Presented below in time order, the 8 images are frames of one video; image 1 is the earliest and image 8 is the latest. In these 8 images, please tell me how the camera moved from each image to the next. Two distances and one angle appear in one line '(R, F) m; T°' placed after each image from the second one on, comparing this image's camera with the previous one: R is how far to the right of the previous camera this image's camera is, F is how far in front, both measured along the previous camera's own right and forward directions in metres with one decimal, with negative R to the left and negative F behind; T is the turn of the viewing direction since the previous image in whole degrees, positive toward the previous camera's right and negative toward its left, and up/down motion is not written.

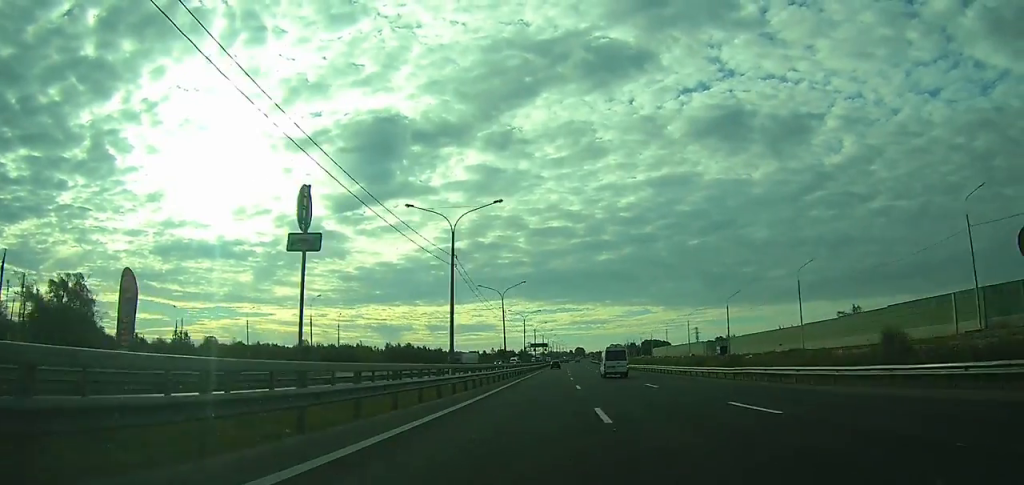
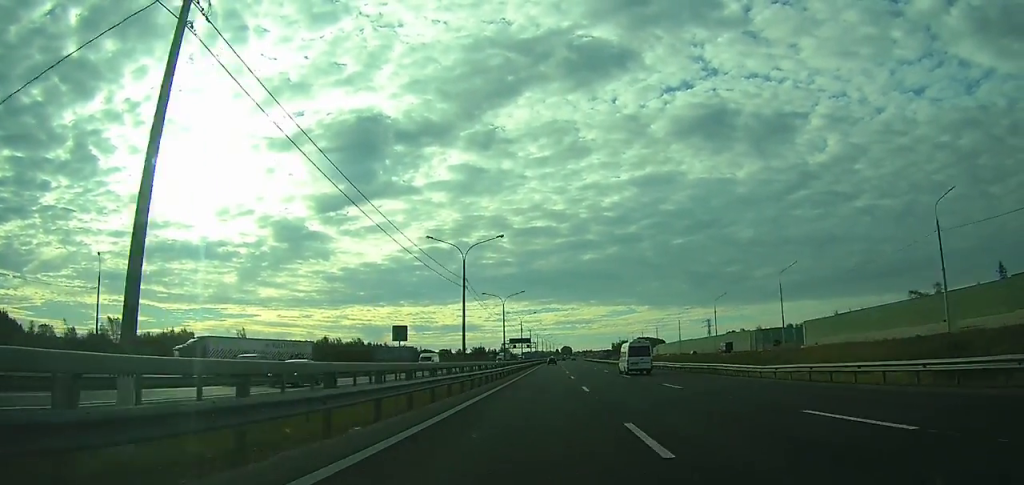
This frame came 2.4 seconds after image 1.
(+1.0, +70.9) m; +1°
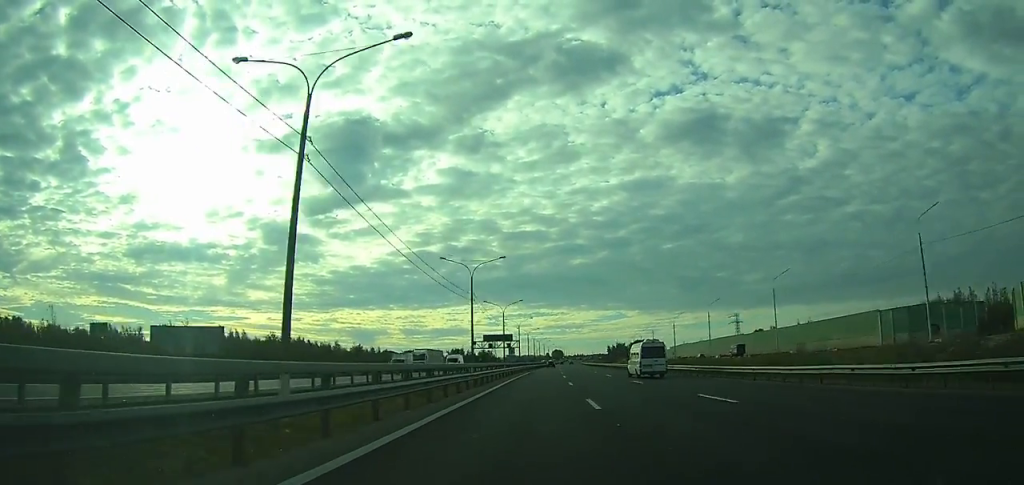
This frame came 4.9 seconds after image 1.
(+0.9, +77.9) m; +1°
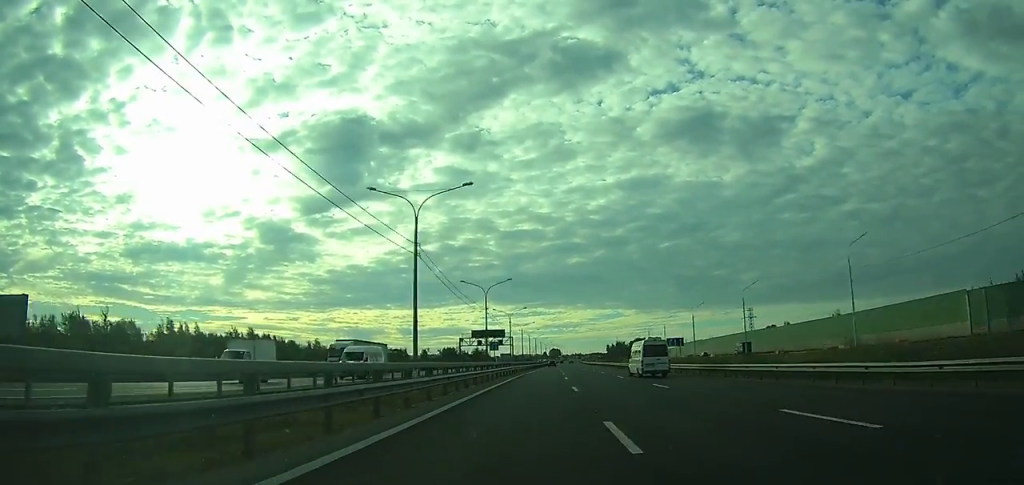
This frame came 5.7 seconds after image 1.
(0.0, +24.9) m; 0°
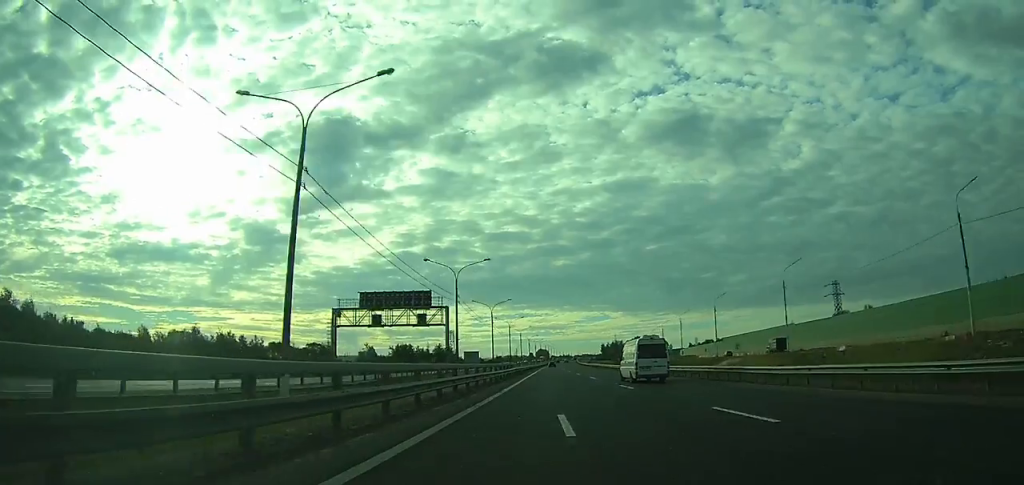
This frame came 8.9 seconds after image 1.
(+0.8, +94.1) m; +1°
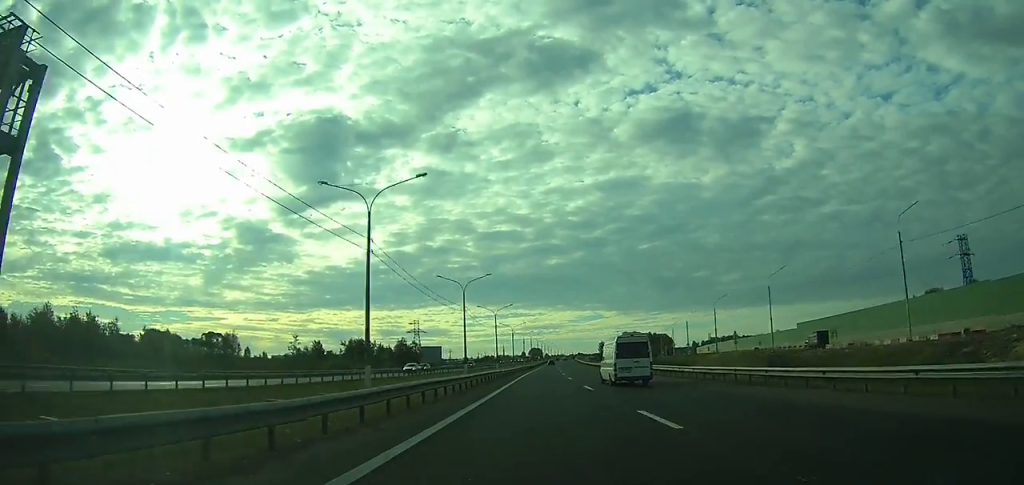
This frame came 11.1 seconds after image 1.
(+0.3, +65.6) m; 0°
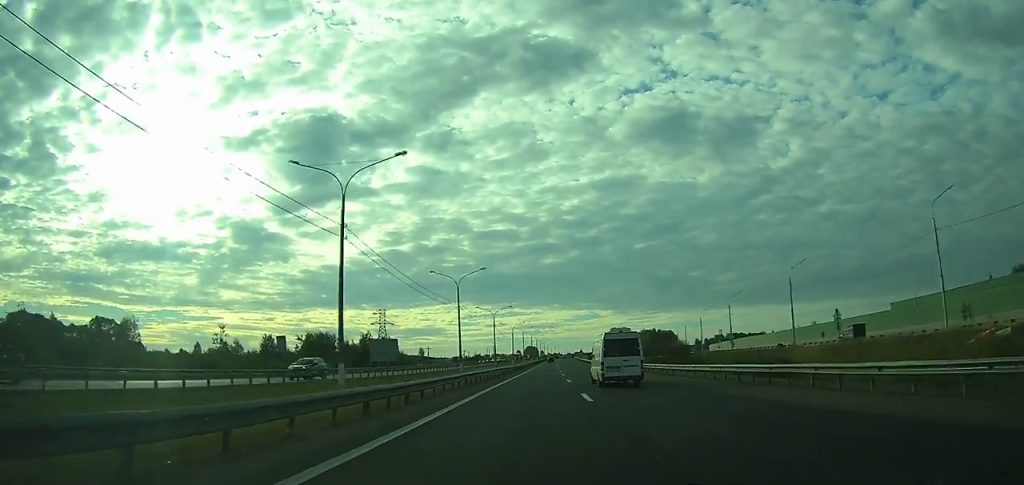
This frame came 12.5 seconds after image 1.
(+0.1, +42.4) m; 0°
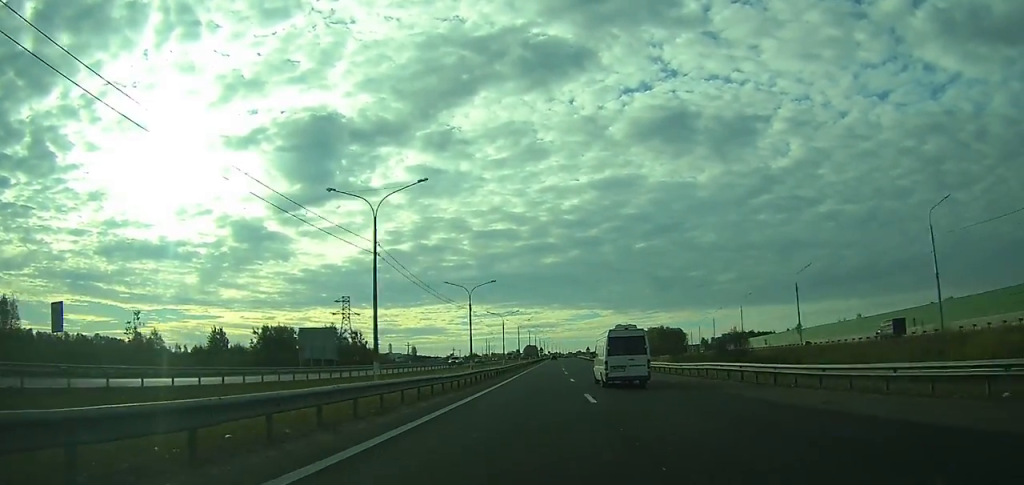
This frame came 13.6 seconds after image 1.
(+0.1, +33.9) m; 0°
